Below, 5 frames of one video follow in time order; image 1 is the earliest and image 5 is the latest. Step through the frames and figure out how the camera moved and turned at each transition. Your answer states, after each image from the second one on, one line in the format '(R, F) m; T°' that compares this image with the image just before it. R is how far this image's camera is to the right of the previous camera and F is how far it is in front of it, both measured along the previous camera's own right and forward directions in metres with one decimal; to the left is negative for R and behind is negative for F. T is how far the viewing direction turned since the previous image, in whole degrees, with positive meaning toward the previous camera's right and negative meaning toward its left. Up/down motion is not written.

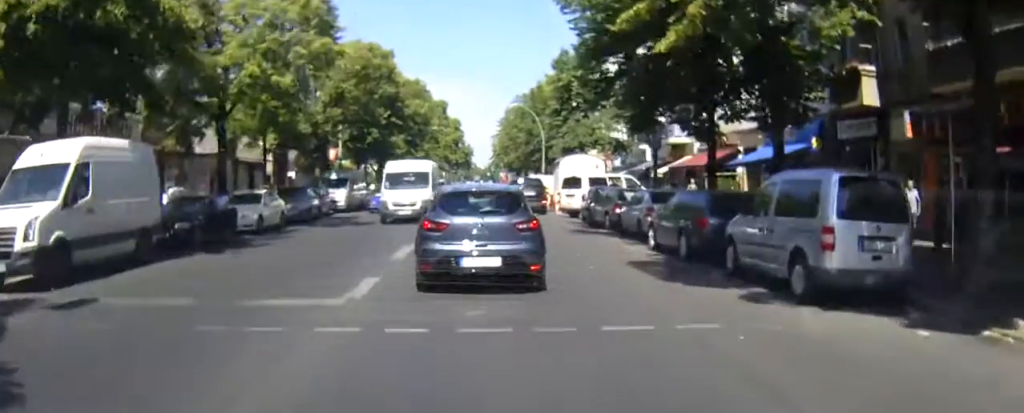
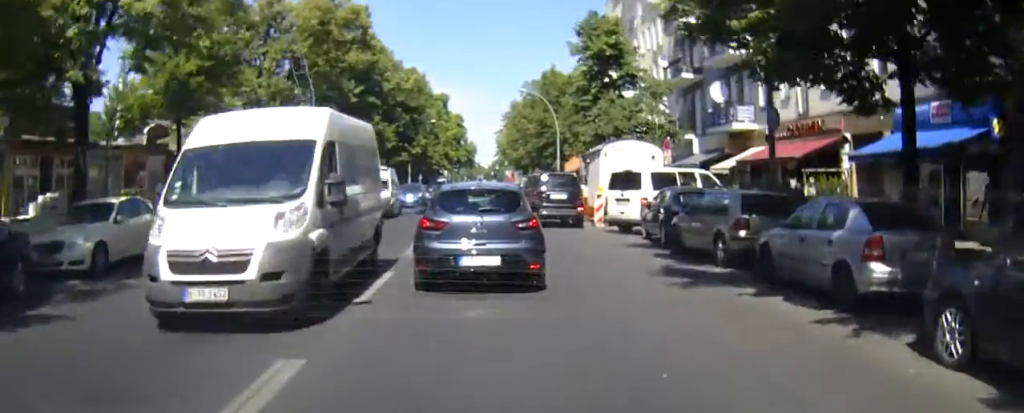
(-0.1, +12.2) m; 0°
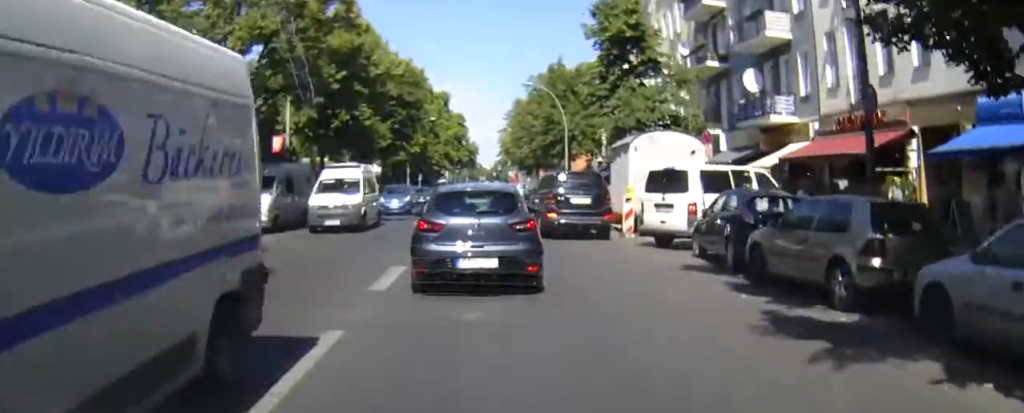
(+0.1, +4.9) m; 0°
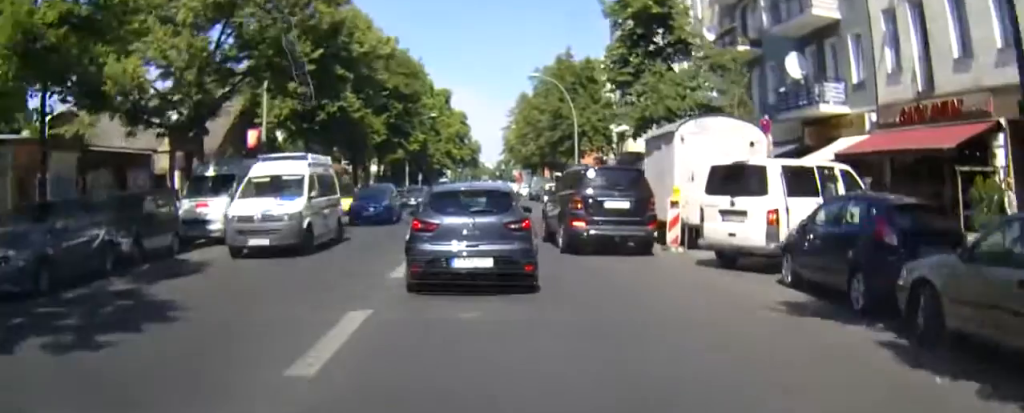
(-0.1, +4.7) m; -1°
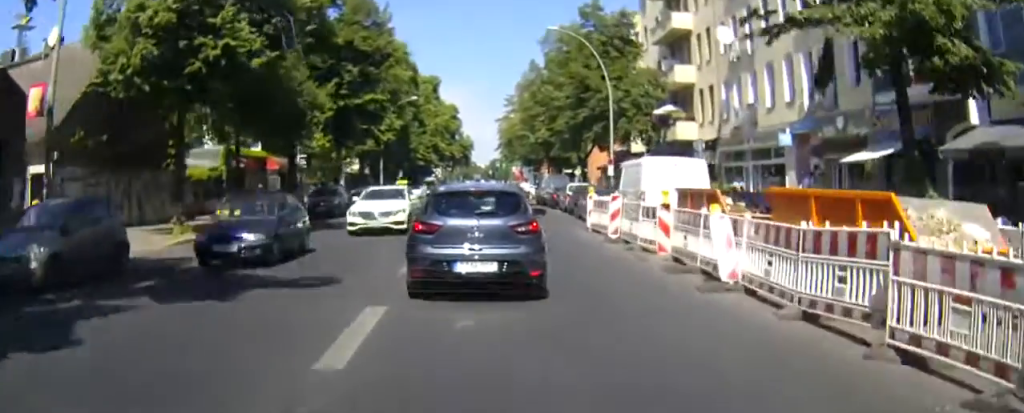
(-0.1, +18.1) m; +1°
